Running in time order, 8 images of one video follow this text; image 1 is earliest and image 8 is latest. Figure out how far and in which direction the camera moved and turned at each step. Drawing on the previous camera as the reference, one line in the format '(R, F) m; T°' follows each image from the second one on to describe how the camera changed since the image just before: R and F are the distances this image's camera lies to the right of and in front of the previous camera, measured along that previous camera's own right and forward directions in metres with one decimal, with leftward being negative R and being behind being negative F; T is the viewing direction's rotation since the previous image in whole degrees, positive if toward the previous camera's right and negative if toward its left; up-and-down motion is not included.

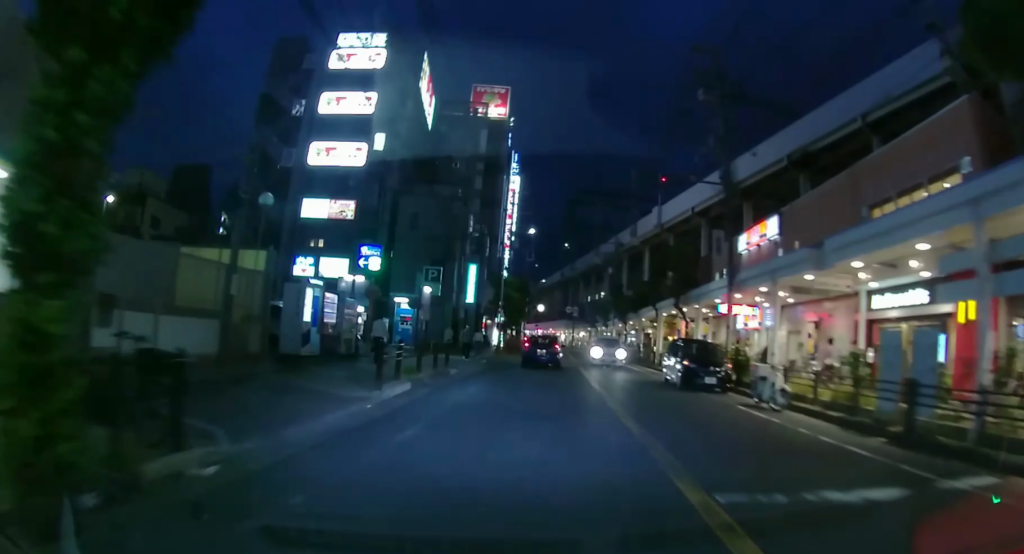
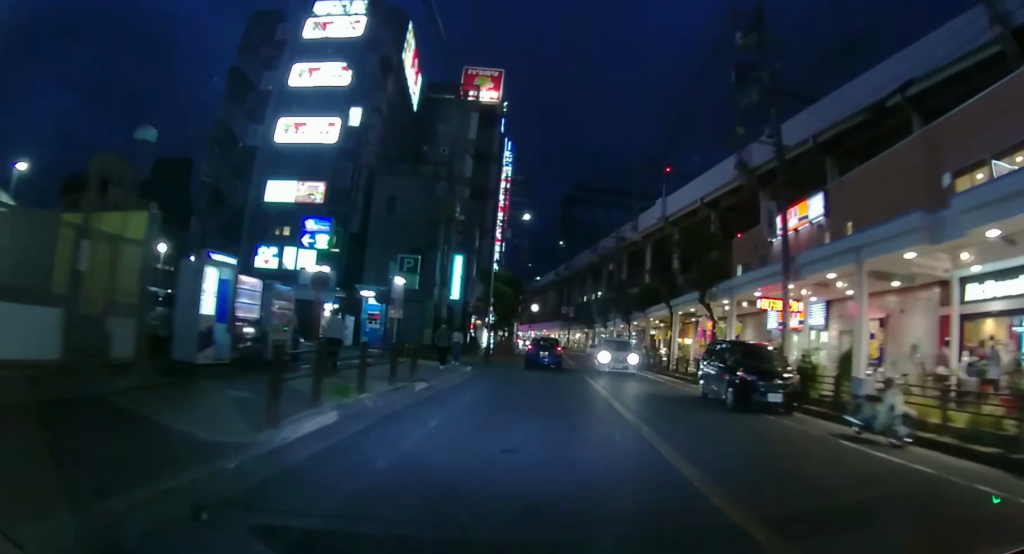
(0.0, +4.8) m; 0°
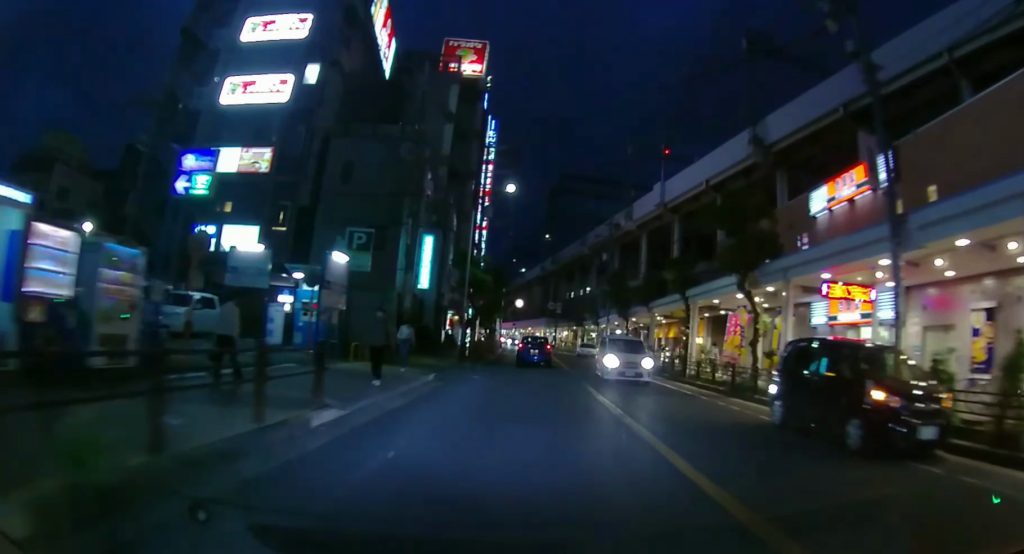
(0.0, +5.9) m; 0°
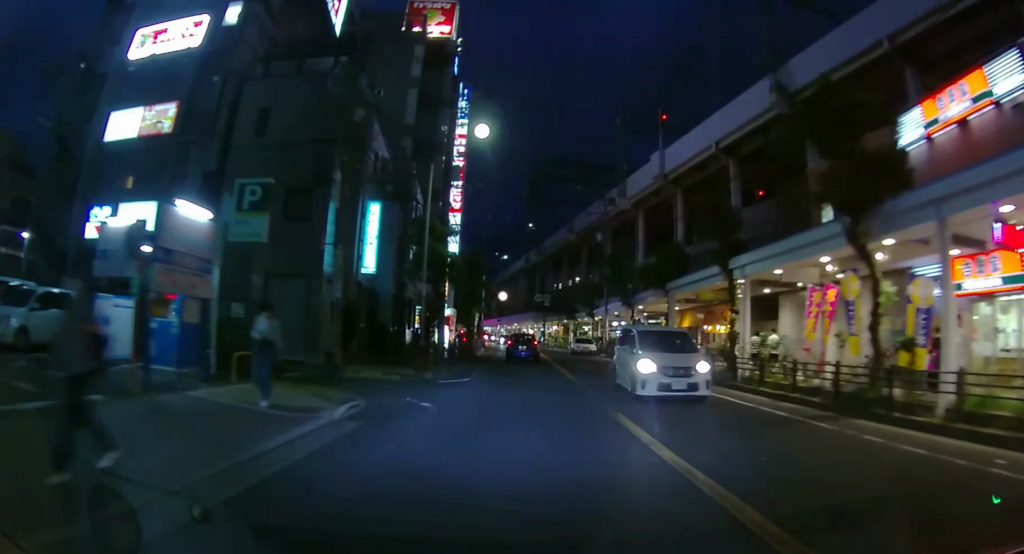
(0.0, +8.0) m; +1°
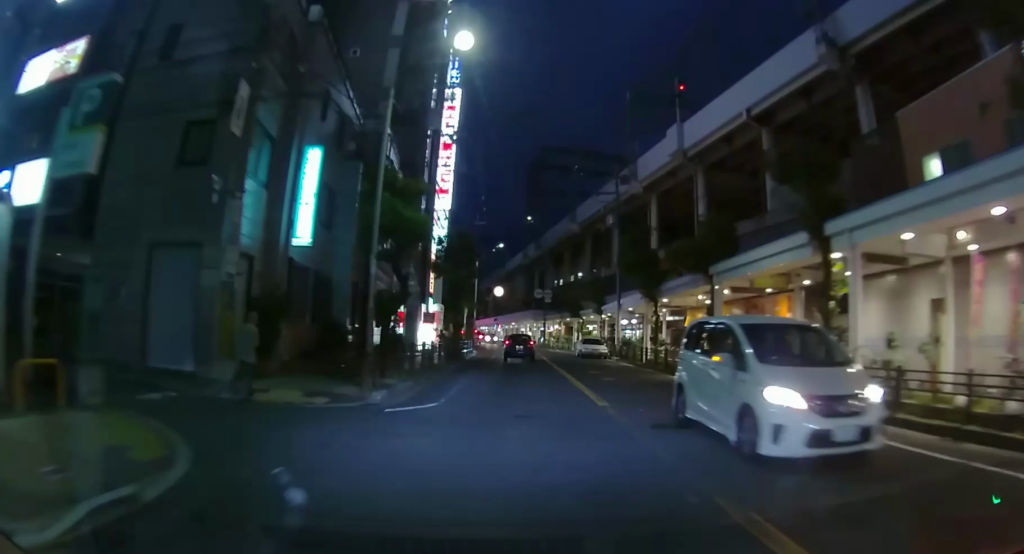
(+0.1, +7.1) m; +1°
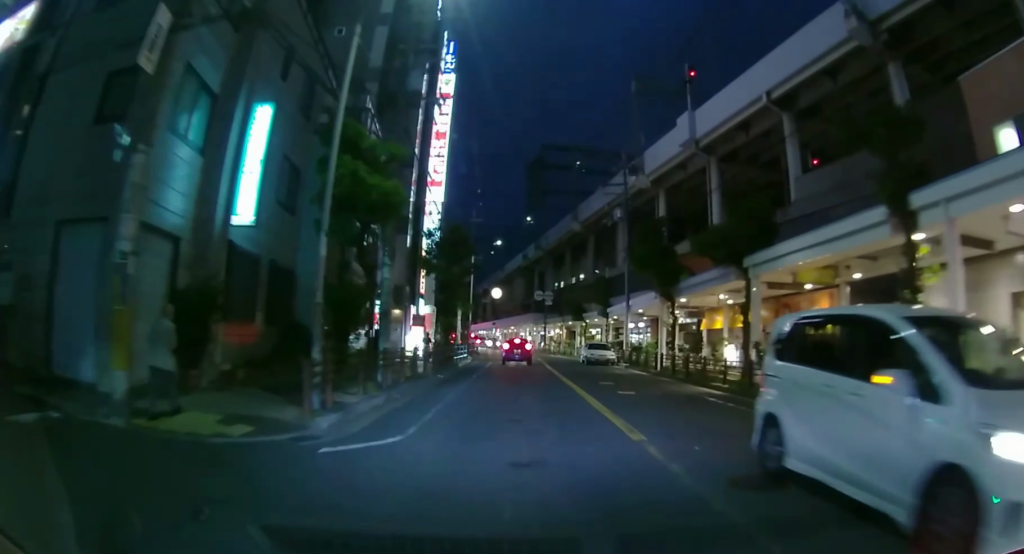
(0.0, +4.0) m; 0°
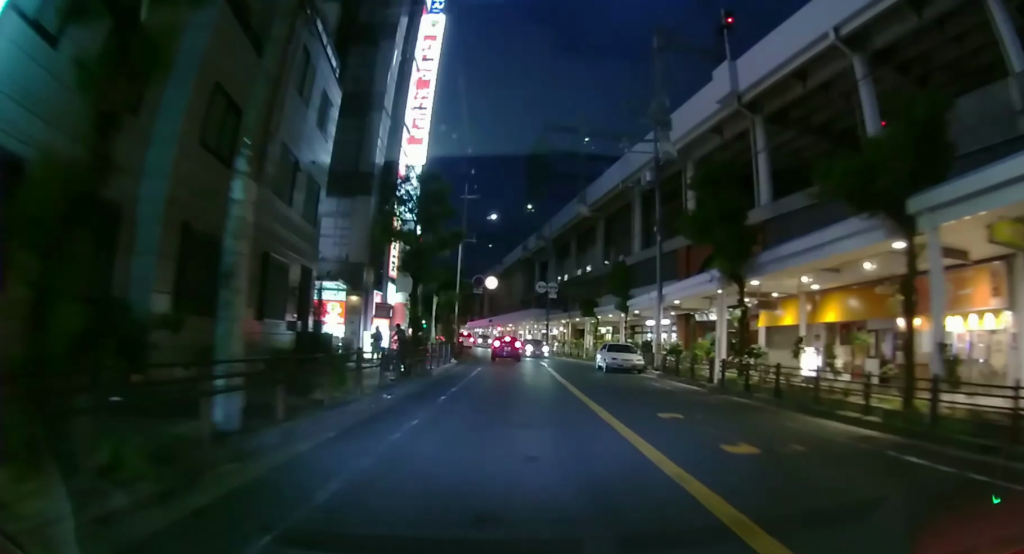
(-0.1, +7.8) m; -1°
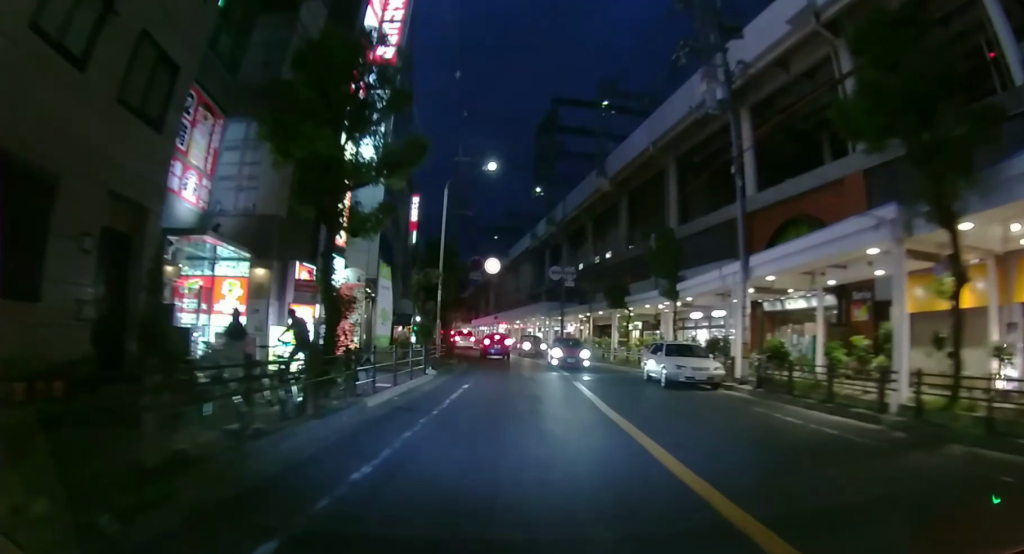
(0.0, +9.1) m; 0°
